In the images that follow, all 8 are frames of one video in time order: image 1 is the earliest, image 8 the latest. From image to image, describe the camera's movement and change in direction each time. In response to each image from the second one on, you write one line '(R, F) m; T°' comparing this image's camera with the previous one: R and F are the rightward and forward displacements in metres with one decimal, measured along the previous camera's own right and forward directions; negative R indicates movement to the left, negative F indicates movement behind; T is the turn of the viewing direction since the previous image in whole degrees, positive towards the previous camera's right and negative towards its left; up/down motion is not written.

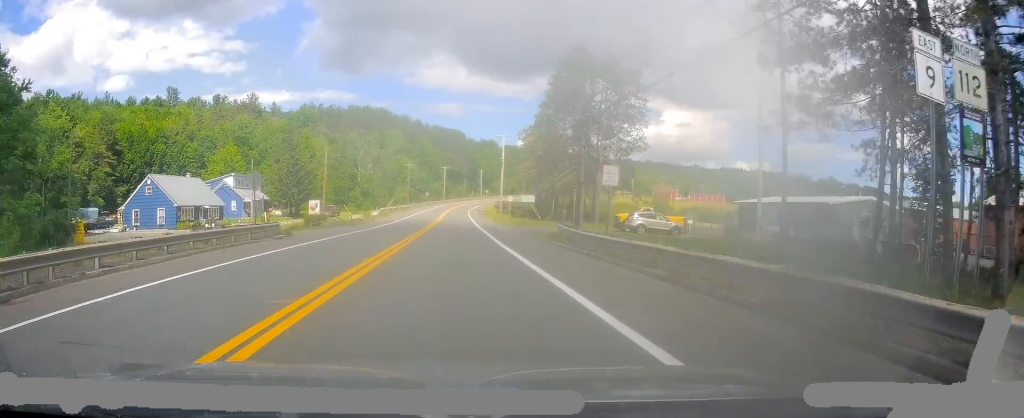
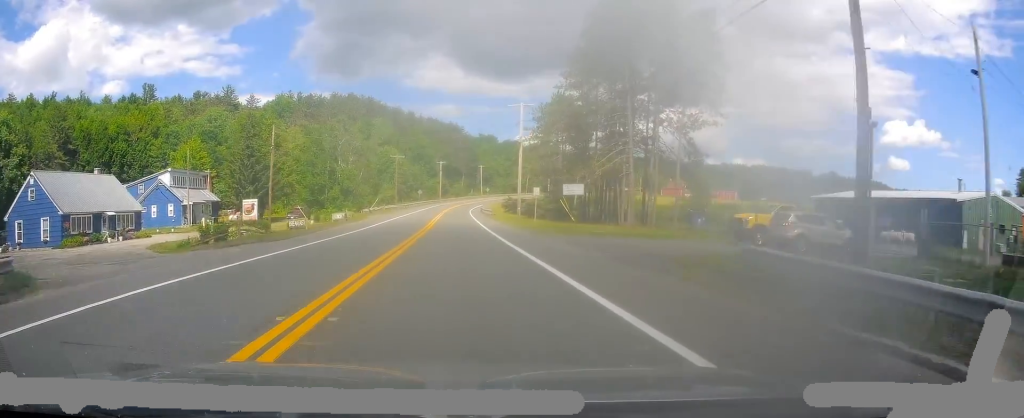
(-0.3, +21.0) m; 0°
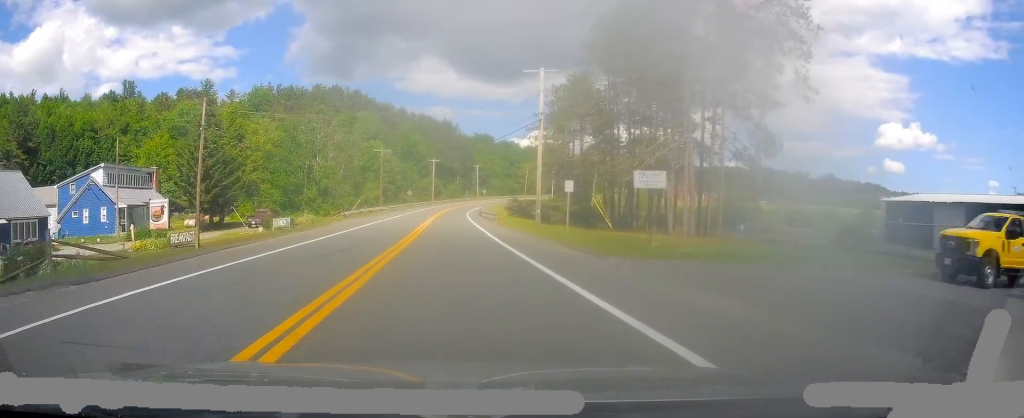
(+0.2, +14.2) m; +2°
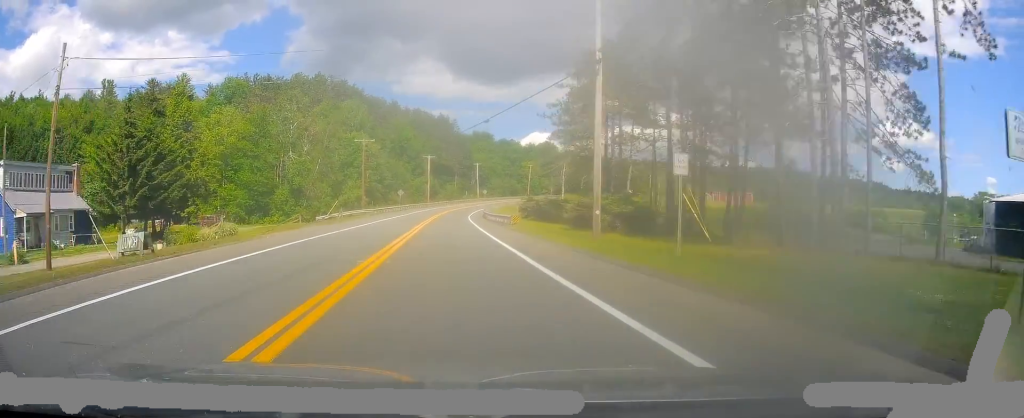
(+0.4, +15.5) m; +1°
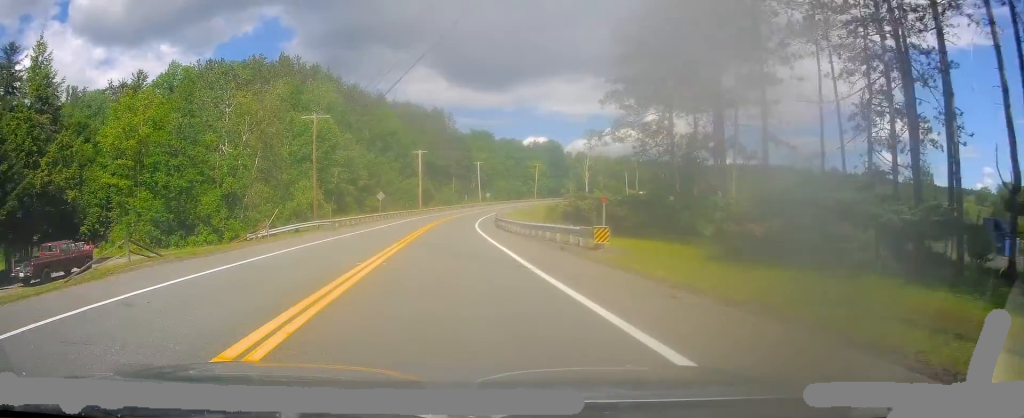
(-0.2, +23.3) m; 0°
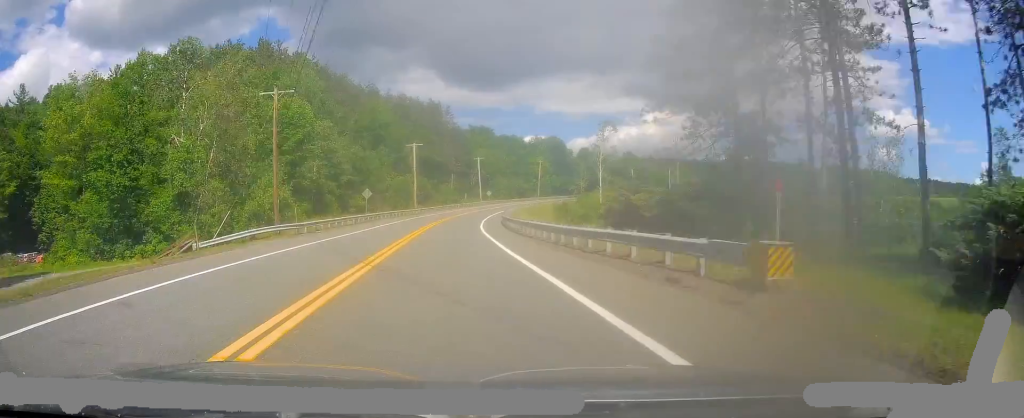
(0.0, +9.3) m; 0°
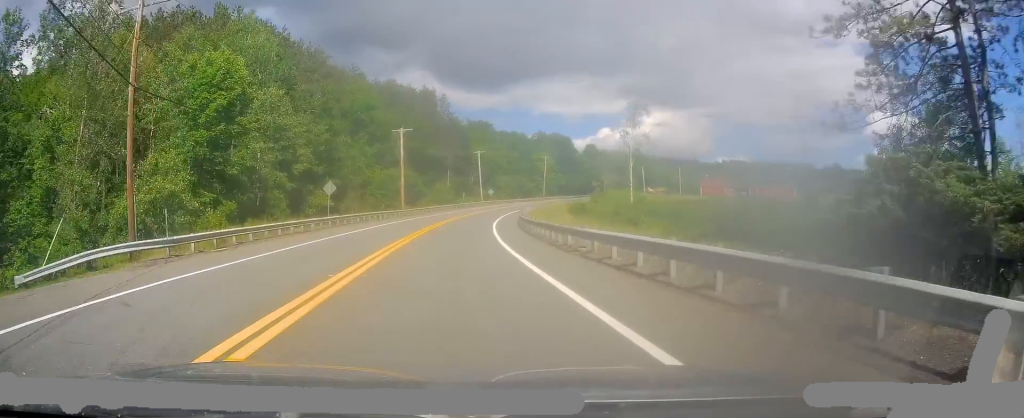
(+0.5, +16.8) m; 0°
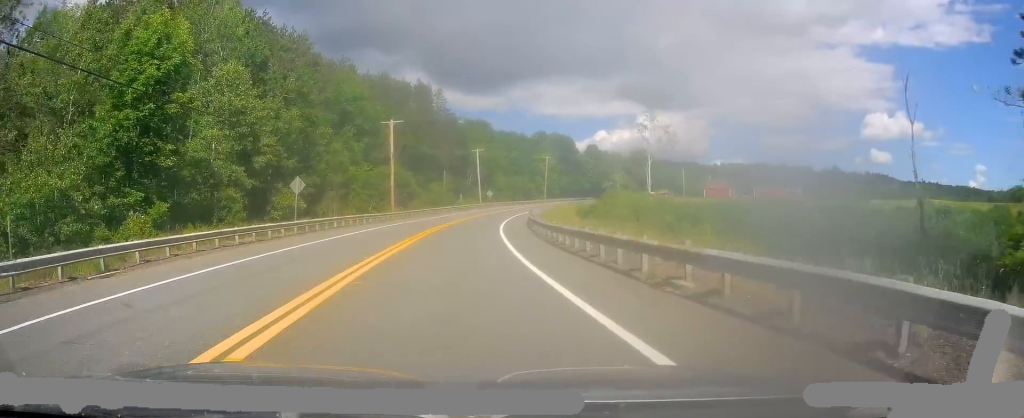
(-0.3, +8.8) m; +1°
